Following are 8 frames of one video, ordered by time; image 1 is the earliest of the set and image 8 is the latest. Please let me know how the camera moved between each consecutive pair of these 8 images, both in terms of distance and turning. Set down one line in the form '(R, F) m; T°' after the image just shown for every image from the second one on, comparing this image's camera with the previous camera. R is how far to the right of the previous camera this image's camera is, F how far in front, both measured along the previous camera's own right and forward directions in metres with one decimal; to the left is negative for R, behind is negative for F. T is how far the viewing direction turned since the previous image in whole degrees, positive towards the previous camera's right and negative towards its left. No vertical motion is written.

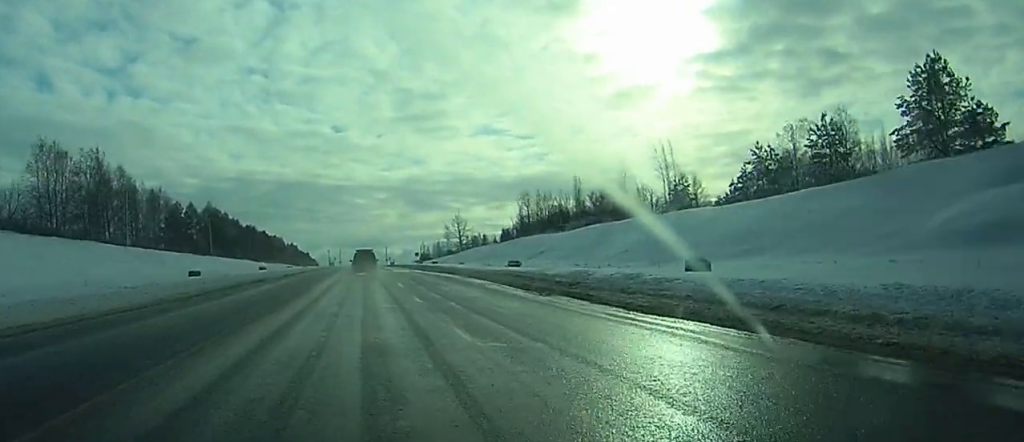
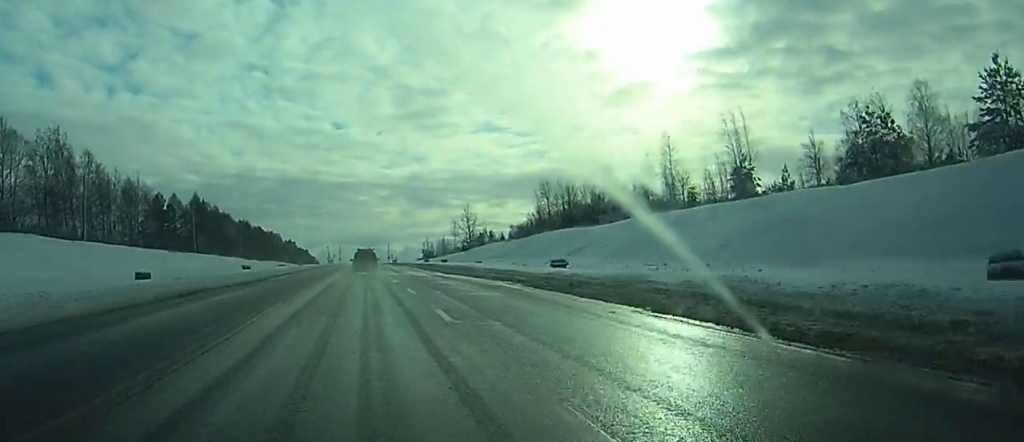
(0.0, +19.8) m; 0°
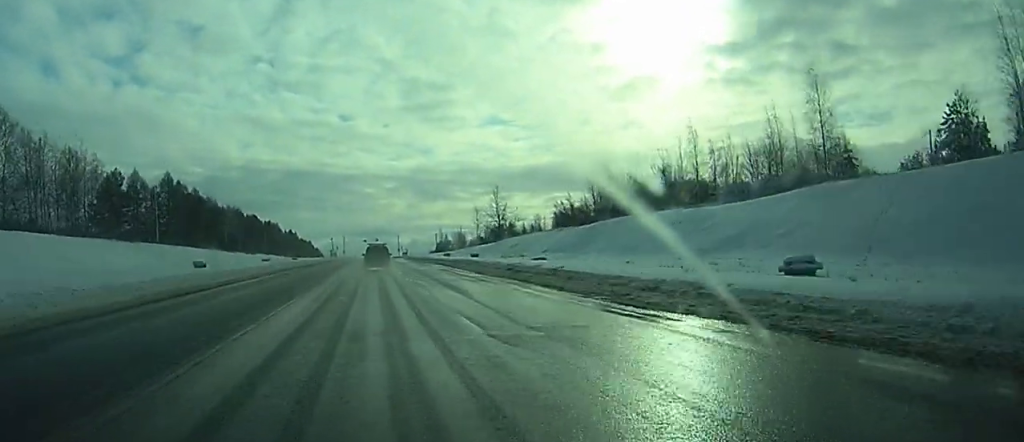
(0.0, +38.2) m; 0°
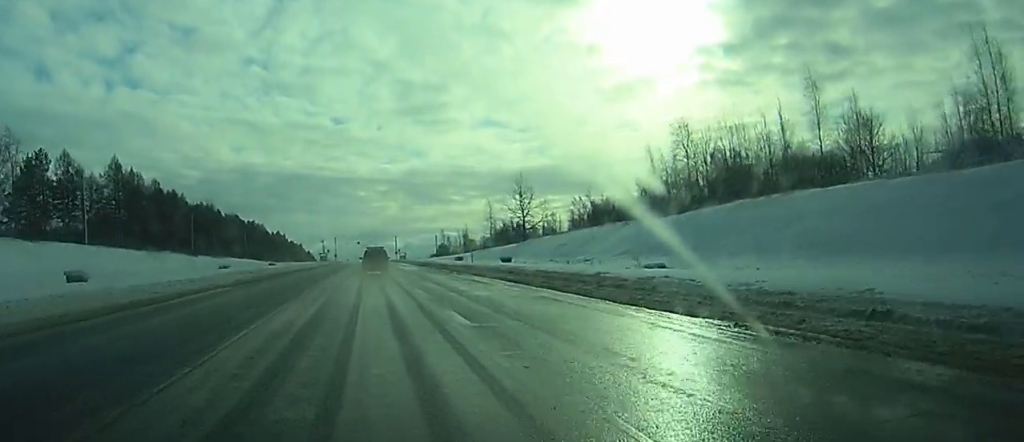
(-0.2, +34.2) m; -1°
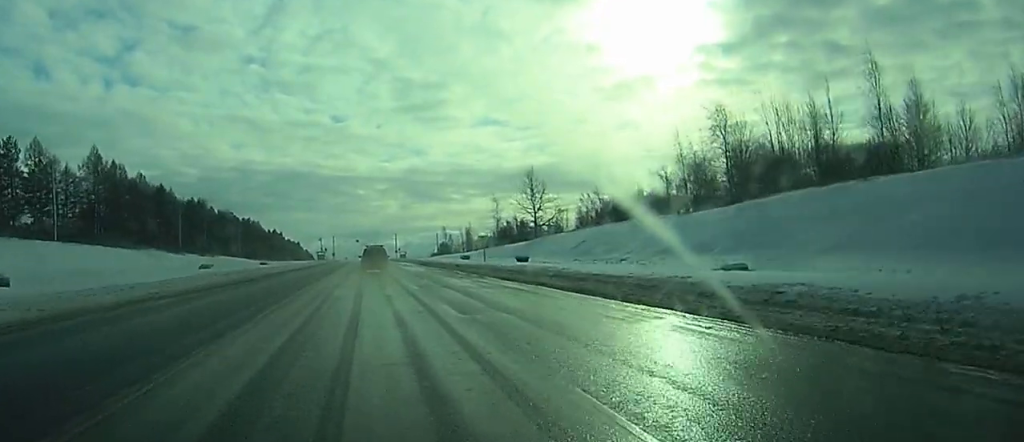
(-0.1, +10.8) m; 0°
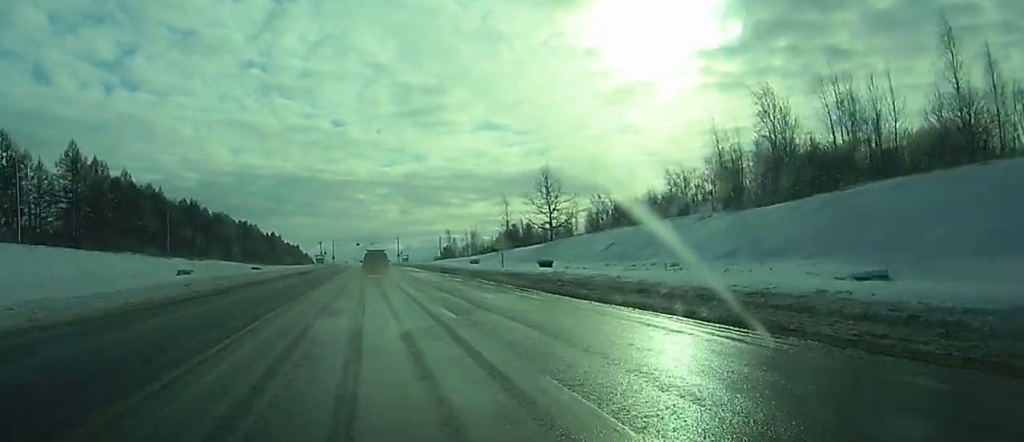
(-0.1, +10.8) m; 0°
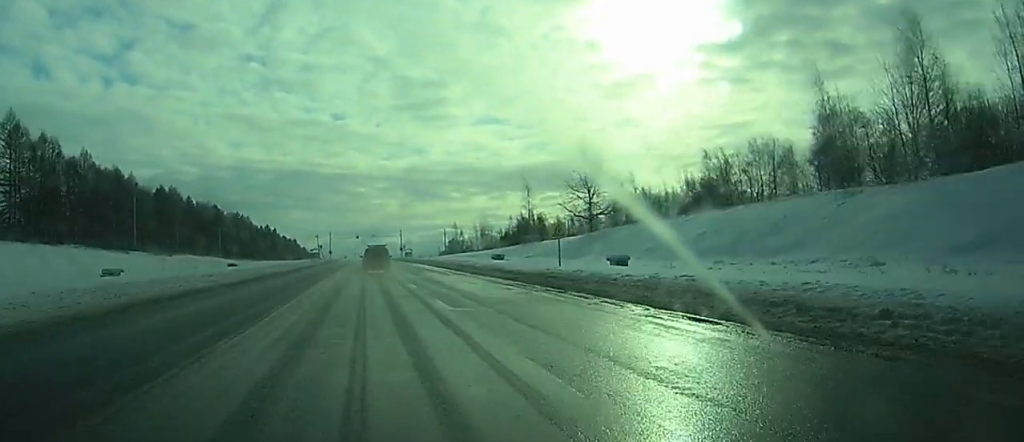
(+0.1, +22.4) m; 0°
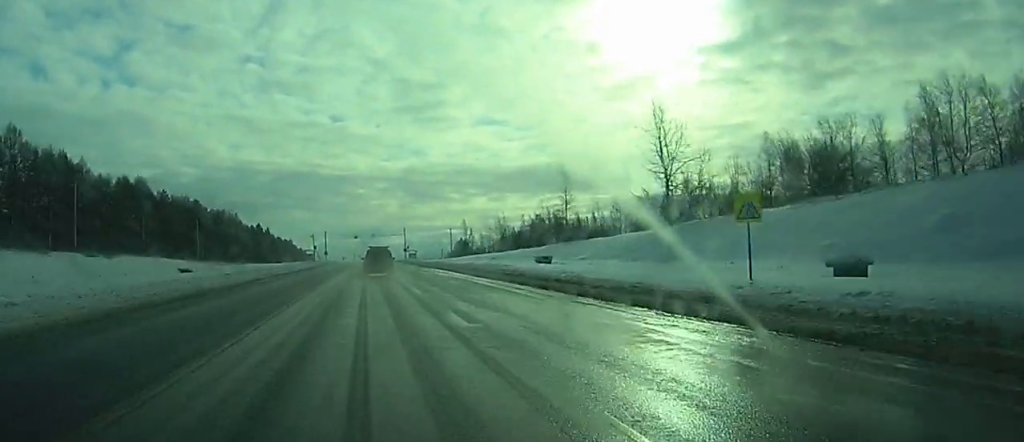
(0.0, +27.3) m; 0°
